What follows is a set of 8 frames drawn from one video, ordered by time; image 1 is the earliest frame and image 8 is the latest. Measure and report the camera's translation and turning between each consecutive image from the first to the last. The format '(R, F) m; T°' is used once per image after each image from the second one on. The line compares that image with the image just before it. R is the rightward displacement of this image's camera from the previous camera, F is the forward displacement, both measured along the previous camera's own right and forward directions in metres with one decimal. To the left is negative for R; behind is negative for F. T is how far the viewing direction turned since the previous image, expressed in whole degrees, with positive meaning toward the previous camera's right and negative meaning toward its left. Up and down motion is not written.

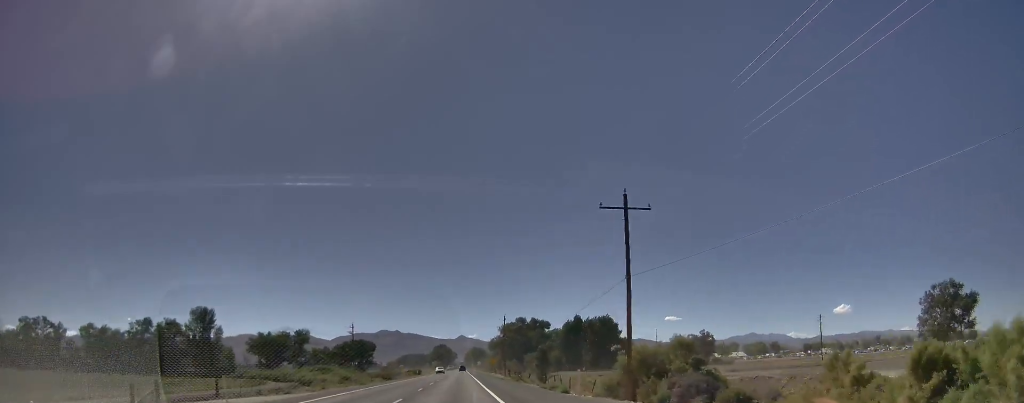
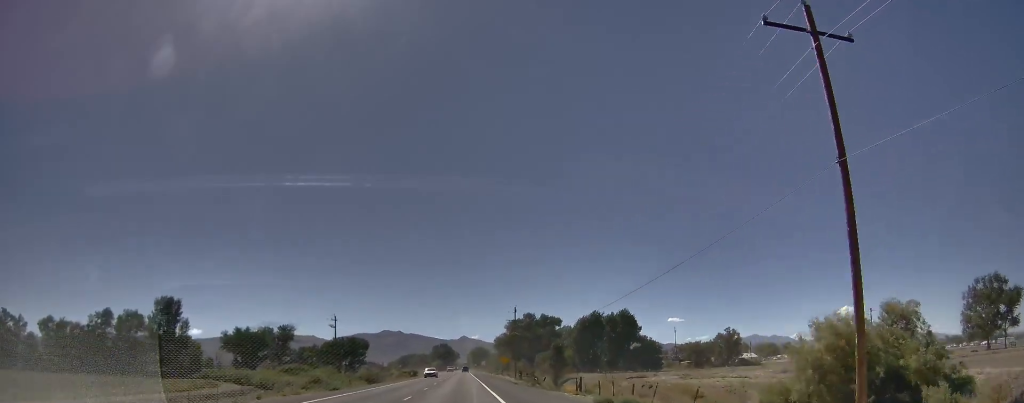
(0.0, +20.0) m; 0°
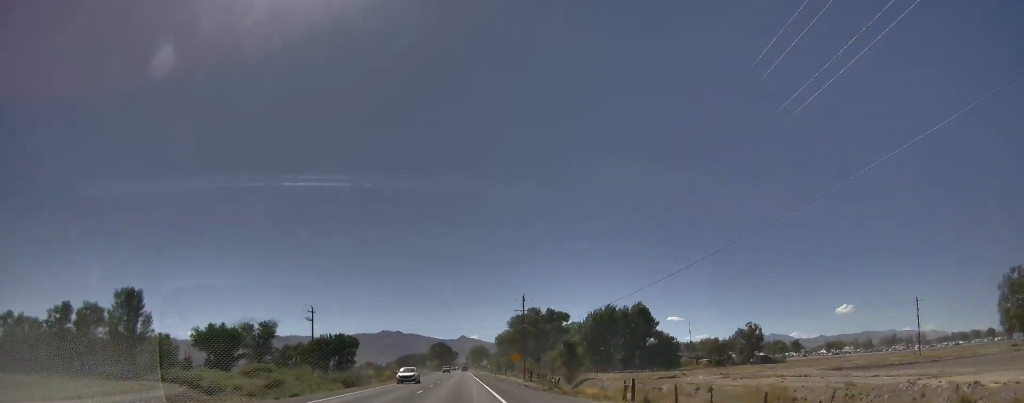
(0.0, +17.5) m; 0°
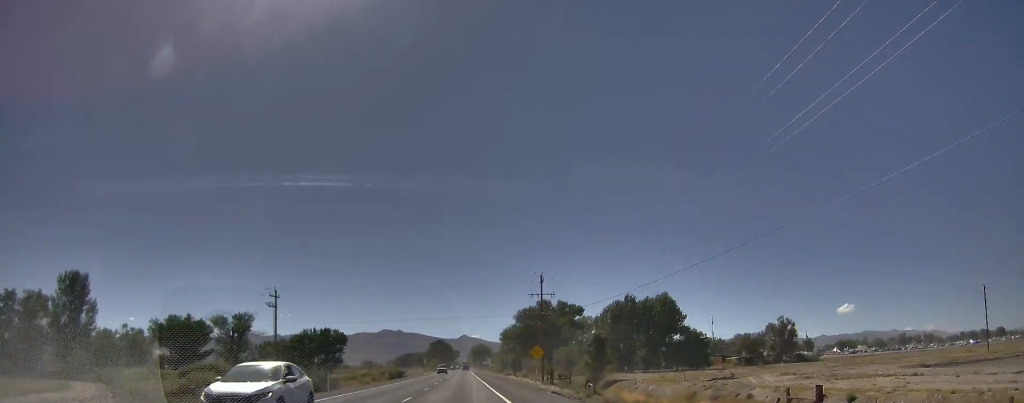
(0.0, +20.8) m; +1°
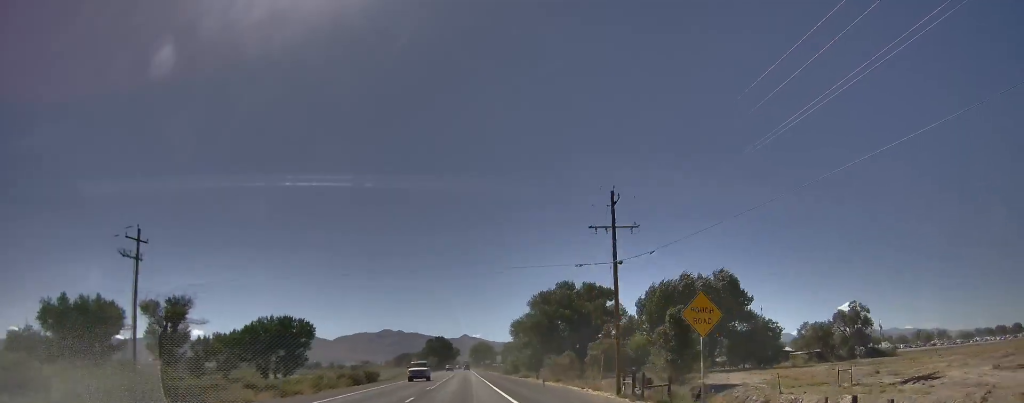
(+0.7, +36.4) m; +1°
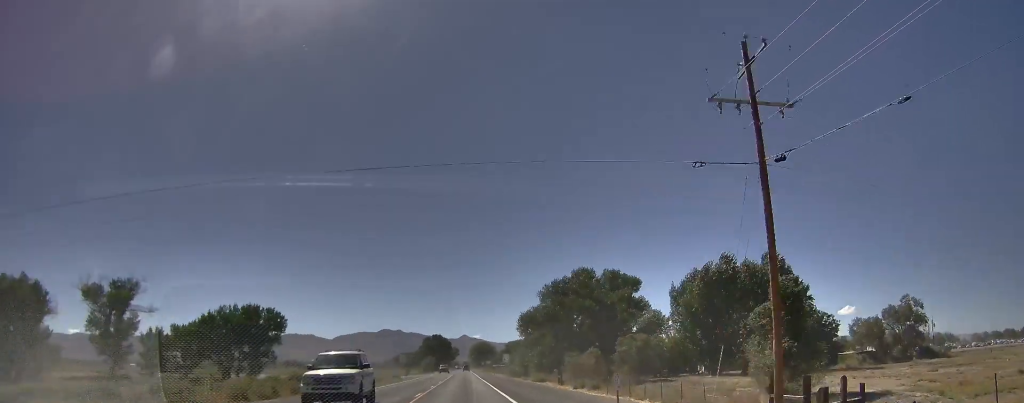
(-0.4, +20.5) m; -1°
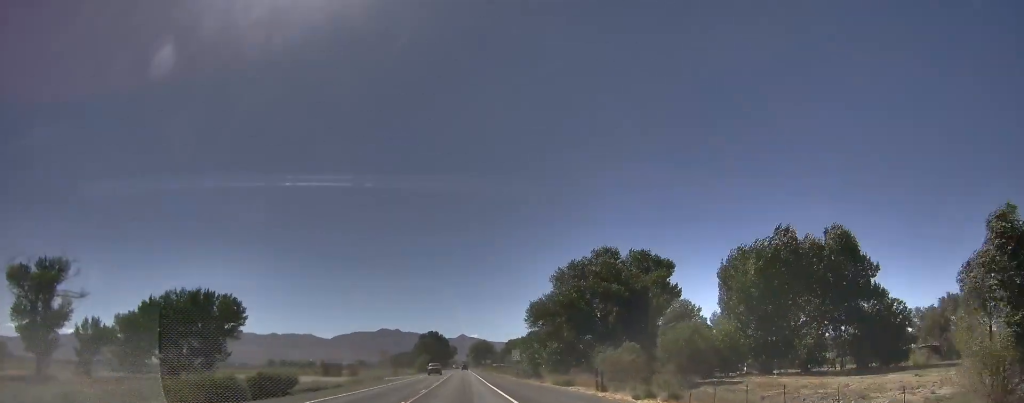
(-0.1, +19.7) m; +1°
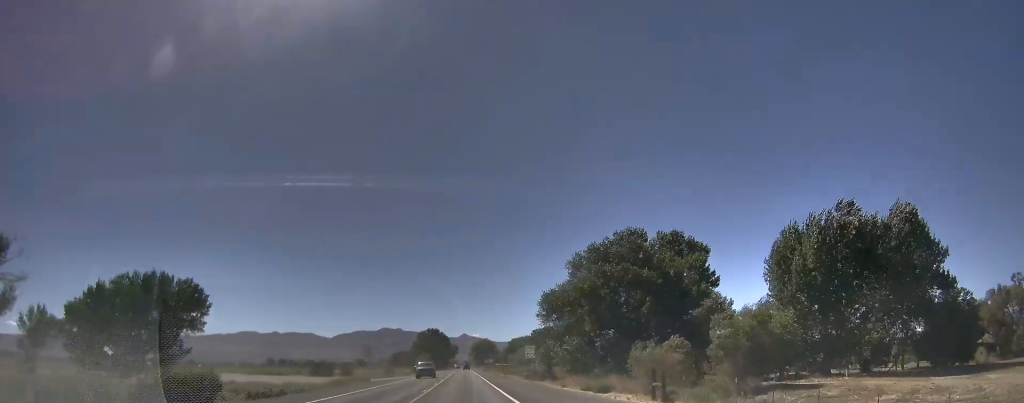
(+0.1, +13.9) m; +1°
